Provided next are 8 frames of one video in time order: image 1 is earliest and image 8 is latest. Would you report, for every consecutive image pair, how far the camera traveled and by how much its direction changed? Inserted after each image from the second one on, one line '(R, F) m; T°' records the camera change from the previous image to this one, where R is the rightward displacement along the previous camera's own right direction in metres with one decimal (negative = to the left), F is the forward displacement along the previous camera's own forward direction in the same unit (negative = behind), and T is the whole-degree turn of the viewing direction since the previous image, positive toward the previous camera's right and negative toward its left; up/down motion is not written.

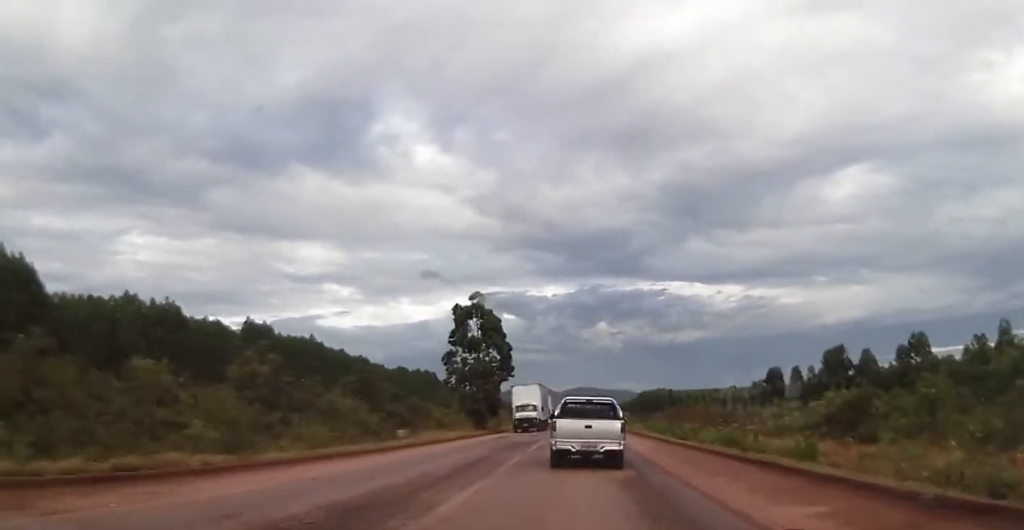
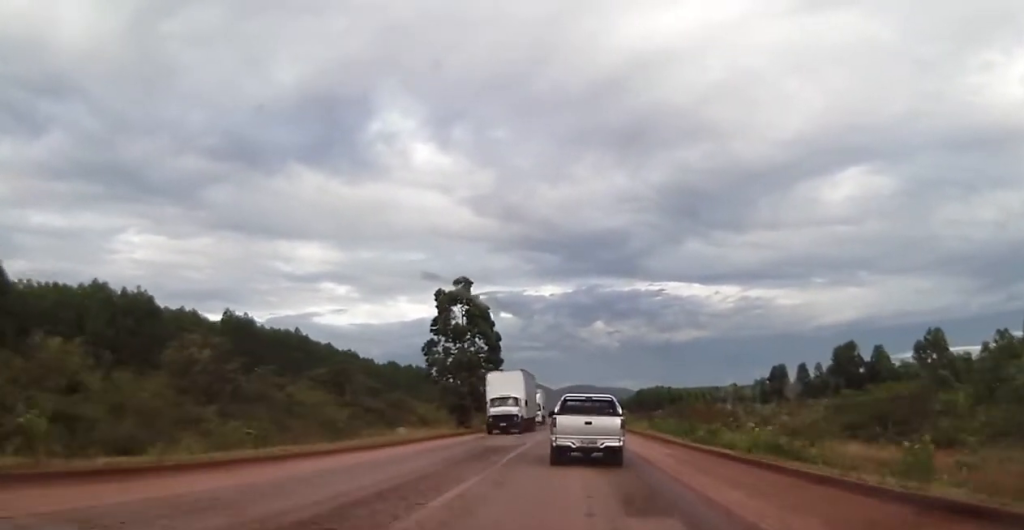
(-0.2, +7.7) m; 0°
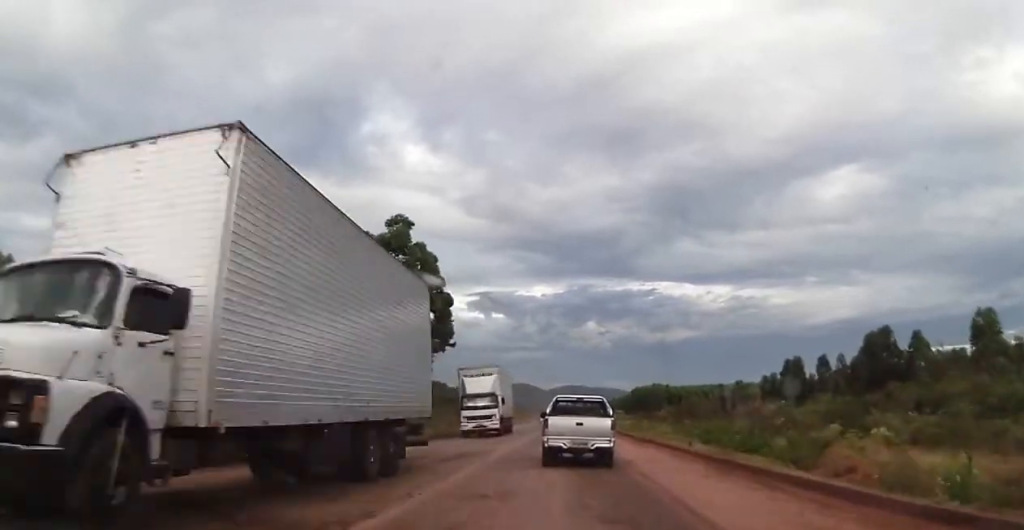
(+0.2, +20.0) m; +1°
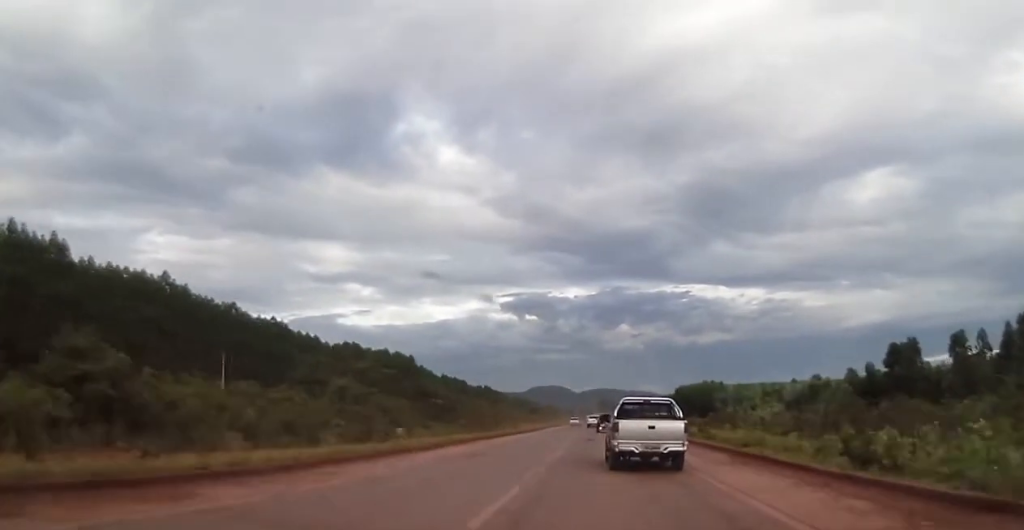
(0.0, +43.3) m; -1°
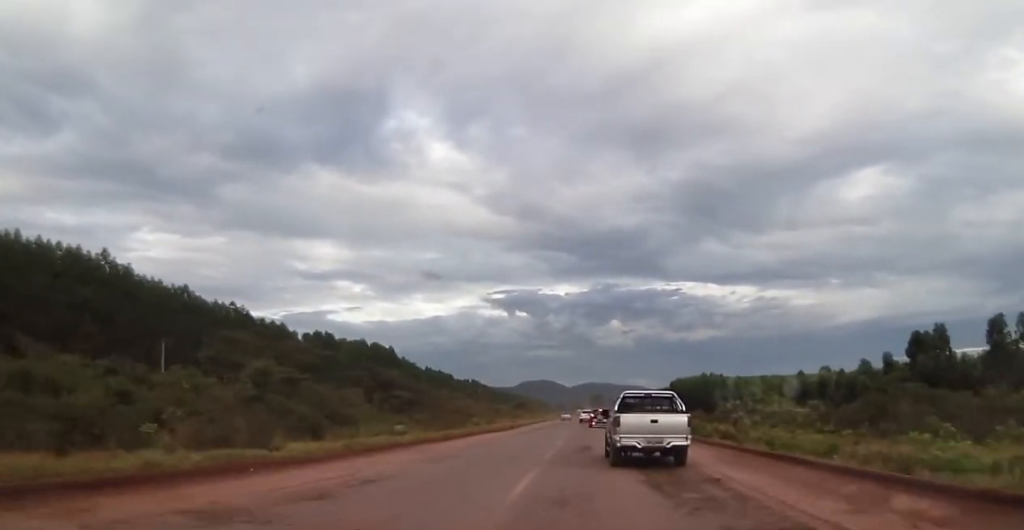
(-0.1, +13.2) m; -1°
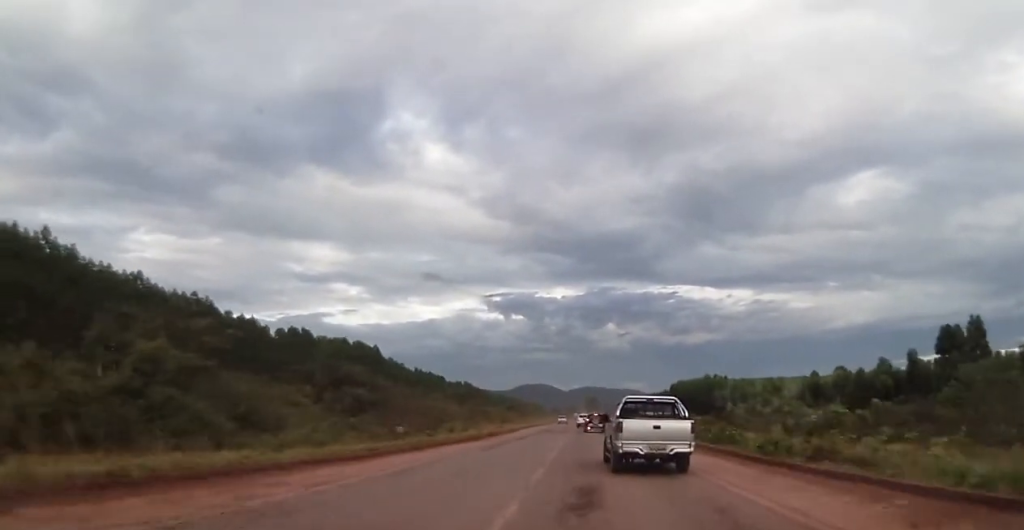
(-0.1, +12.3) m; 0°
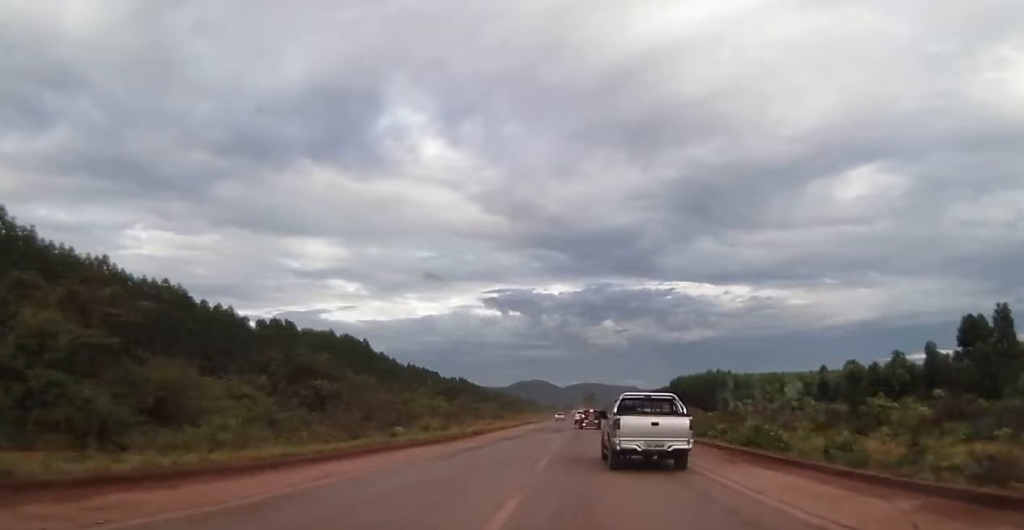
(0.0, +8.1) m; 0°
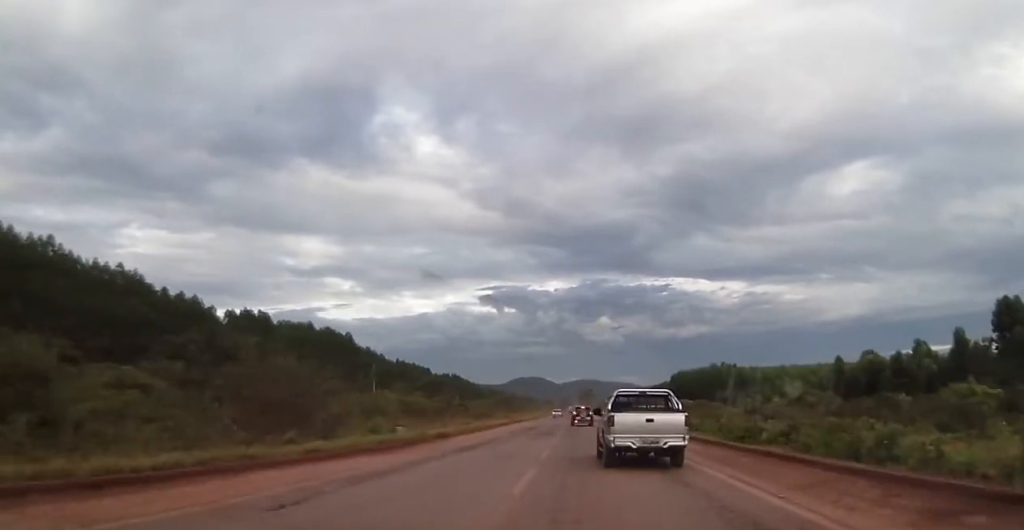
(-0.1, +11.2) m; +1°
